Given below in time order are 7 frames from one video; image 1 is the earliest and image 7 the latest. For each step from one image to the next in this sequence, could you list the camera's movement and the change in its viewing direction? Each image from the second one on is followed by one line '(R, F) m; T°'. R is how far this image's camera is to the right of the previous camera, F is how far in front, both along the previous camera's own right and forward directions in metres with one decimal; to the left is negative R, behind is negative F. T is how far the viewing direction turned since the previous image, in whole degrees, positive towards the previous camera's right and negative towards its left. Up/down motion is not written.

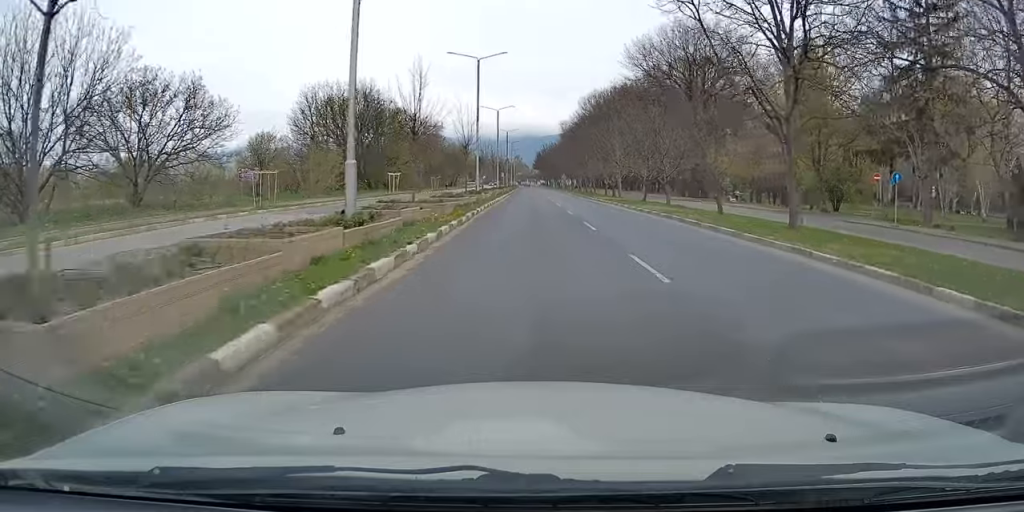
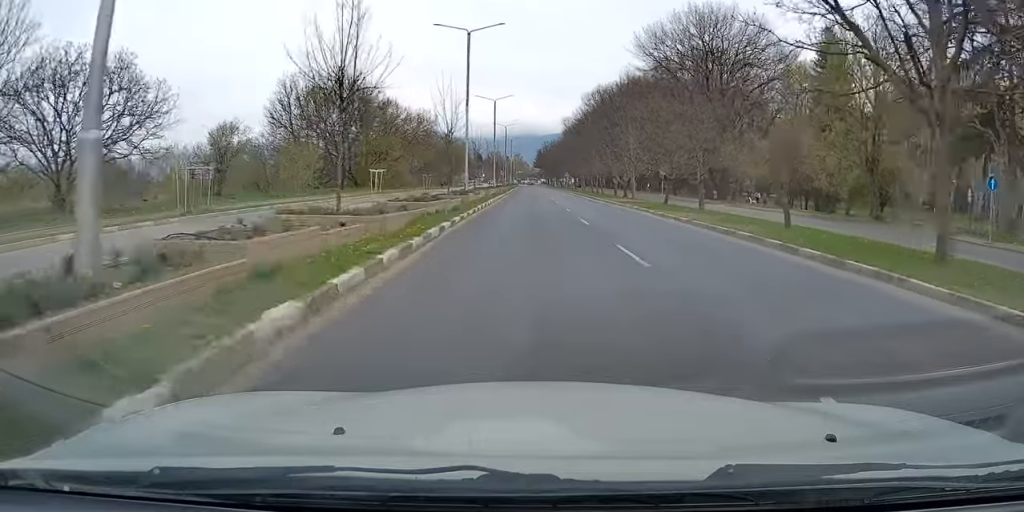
(0.0, +7.6) m; 0°
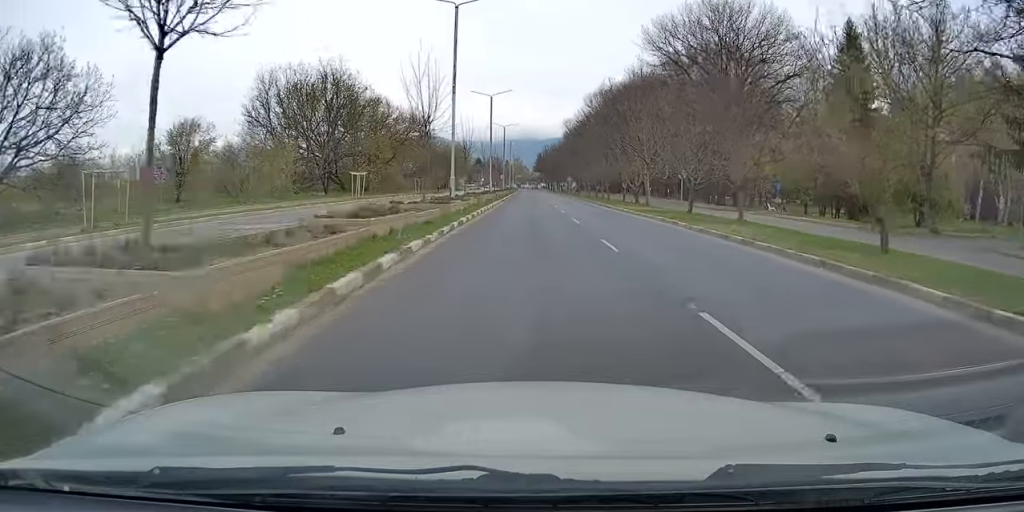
(0.0, +6.2) m; 0°
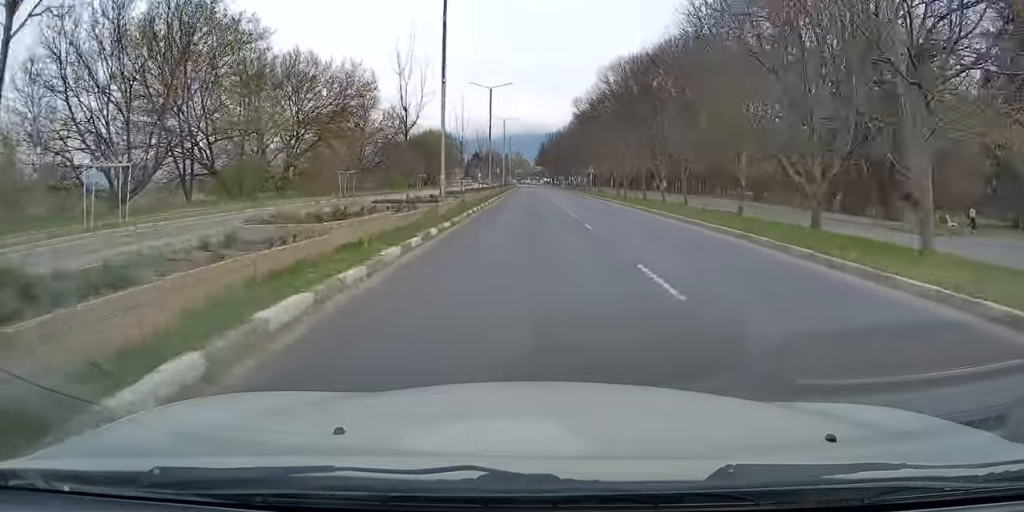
(-0.3, +31.9) m; -1°
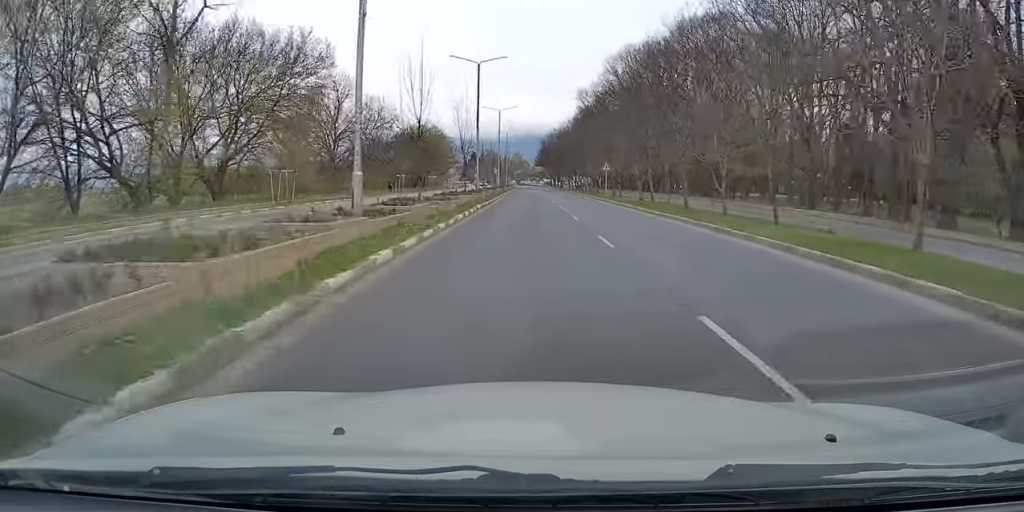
(-0.1, +12.7) m; 0°
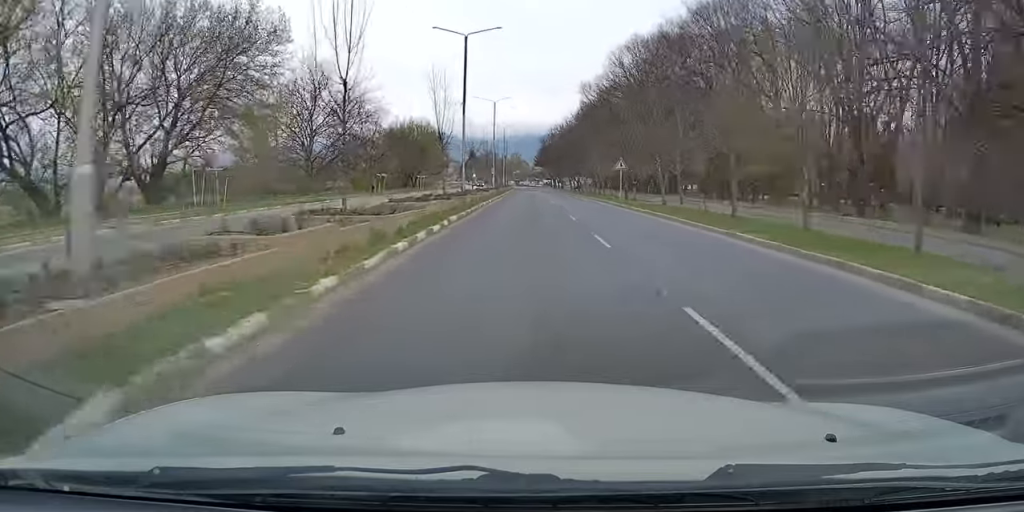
(0.0, +8.5) m; 0°
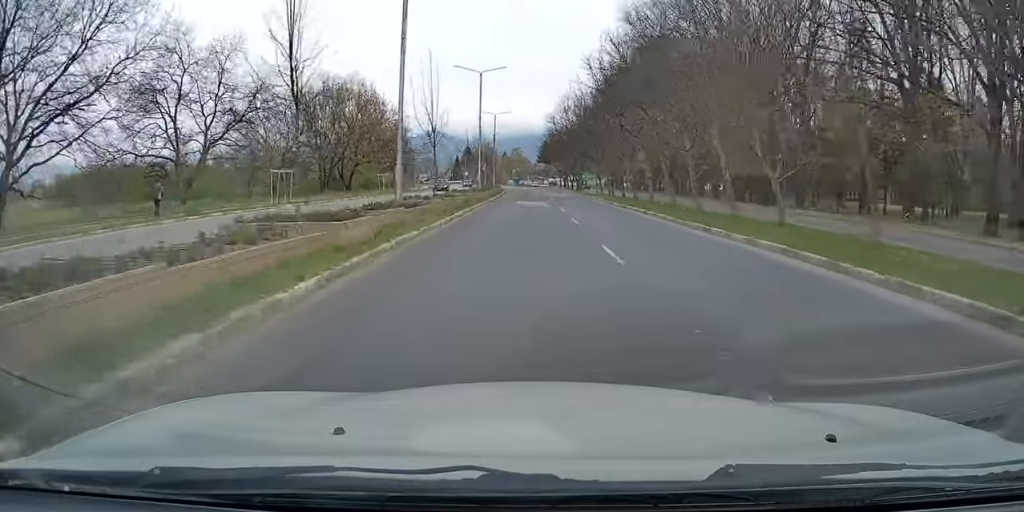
(0.0, +47.3) m; 0°
